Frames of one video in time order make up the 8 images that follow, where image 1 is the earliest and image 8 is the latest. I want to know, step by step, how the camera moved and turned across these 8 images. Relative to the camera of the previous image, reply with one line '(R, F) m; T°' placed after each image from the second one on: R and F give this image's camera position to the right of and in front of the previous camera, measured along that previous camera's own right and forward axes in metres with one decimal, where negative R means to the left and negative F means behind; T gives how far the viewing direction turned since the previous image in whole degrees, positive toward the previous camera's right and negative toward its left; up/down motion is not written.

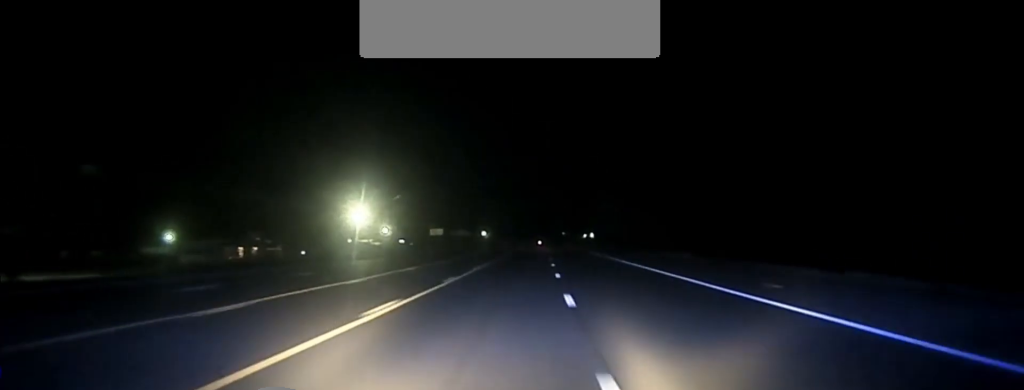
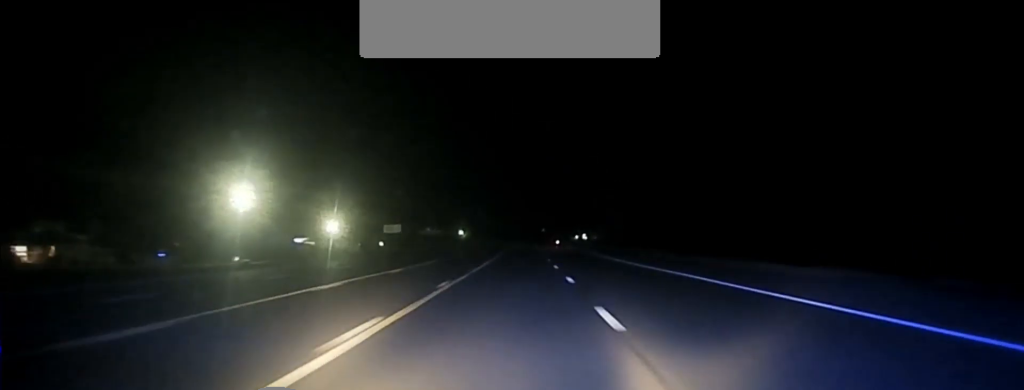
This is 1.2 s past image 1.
(+0.8, +72.5) m; +1°
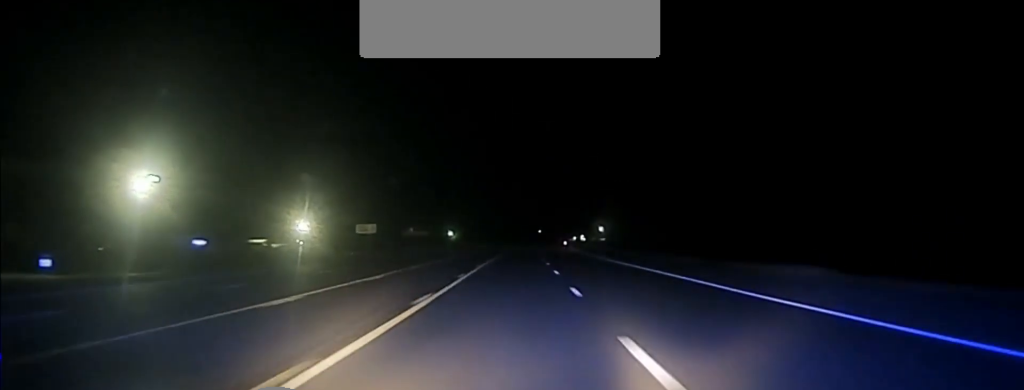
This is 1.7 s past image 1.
(-0.1, +30.7) m; +1°
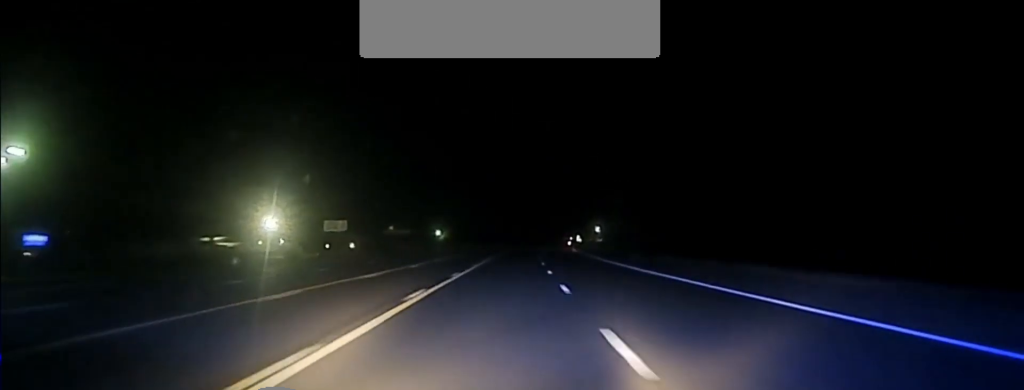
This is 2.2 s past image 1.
(+0.1, +25.6) m; 0°
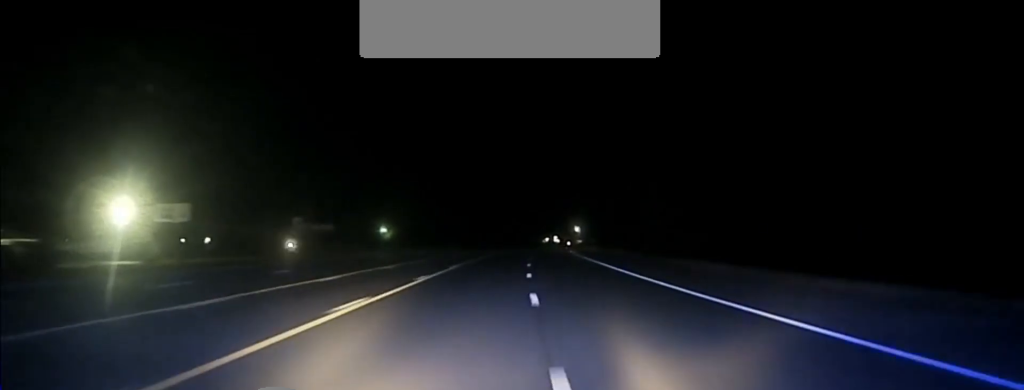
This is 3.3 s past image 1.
(+0.9, +66.0) m; +1°
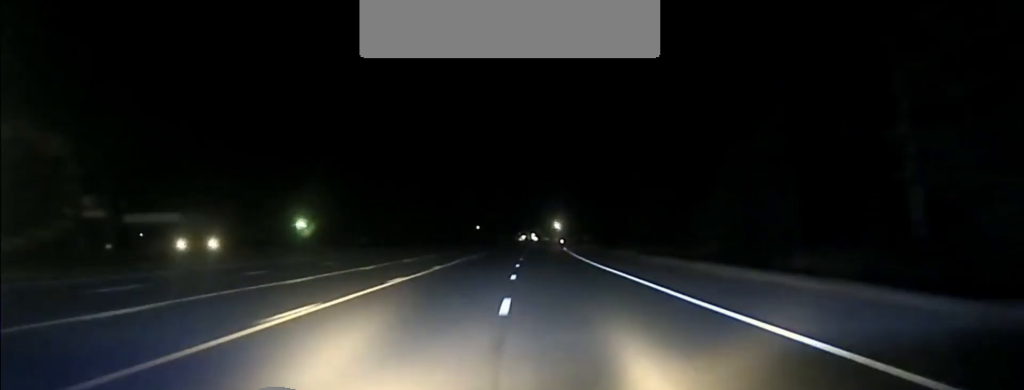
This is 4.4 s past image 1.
(+0.8, +62.8) m; +2°
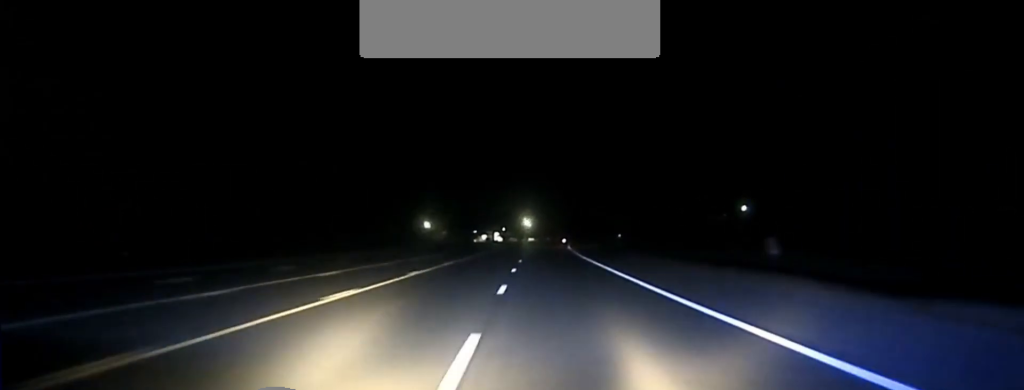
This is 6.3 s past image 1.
(+2.1, +104.8) m; +2°
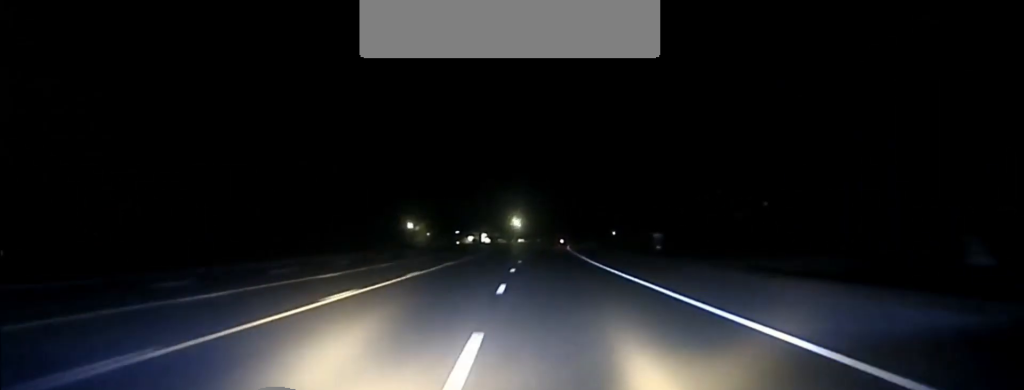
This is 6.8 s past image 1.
(-0.2, +24.6) m; +1°
